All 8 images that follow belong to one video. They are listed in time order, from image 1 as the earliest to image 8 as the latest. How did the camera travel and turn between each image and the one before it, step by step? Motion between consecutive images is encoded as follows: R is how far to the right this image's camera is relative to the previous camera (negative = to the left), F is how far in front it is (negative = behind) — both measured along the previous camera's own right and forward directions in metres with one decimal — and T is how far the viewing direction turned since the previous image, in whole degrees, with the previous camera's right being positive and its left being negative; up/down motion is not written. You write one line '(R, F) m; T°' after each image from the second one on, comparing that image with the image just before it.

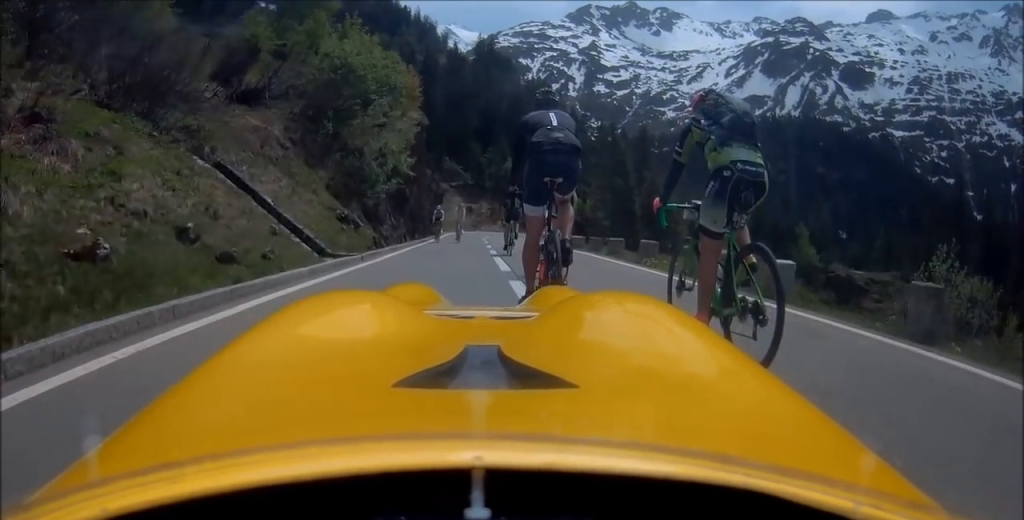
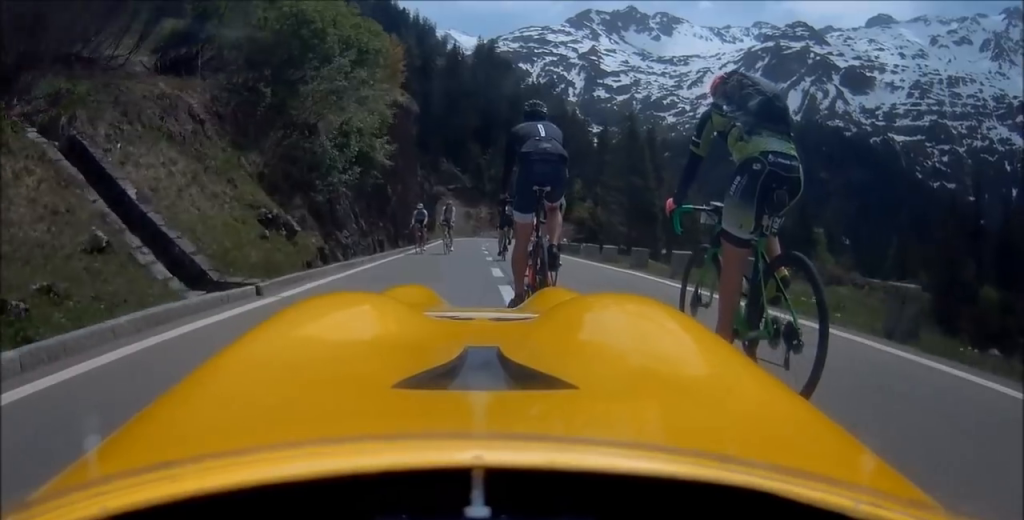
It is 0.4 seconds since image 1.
(-0.5, +6.4) m; +1°
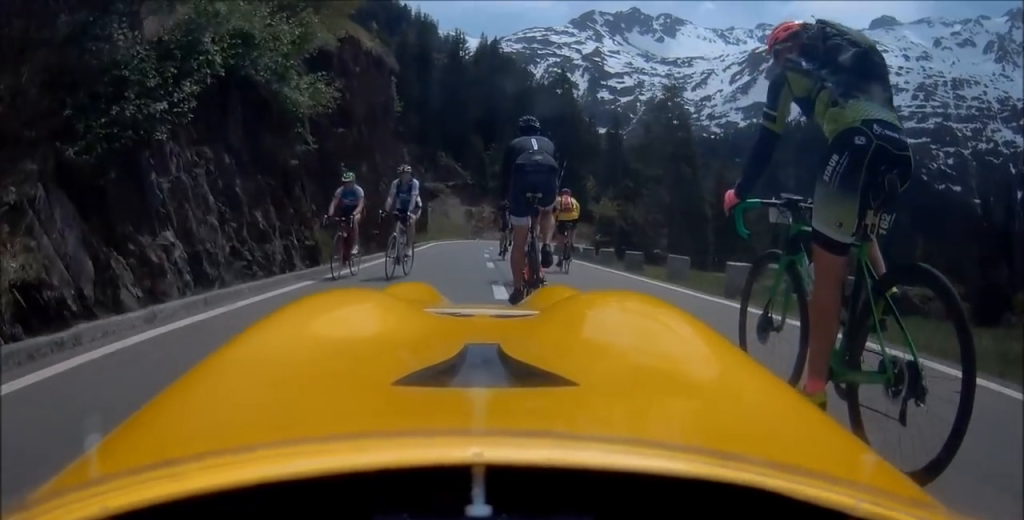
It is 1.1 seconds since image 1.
(+1.3, +9.5) m; +5°
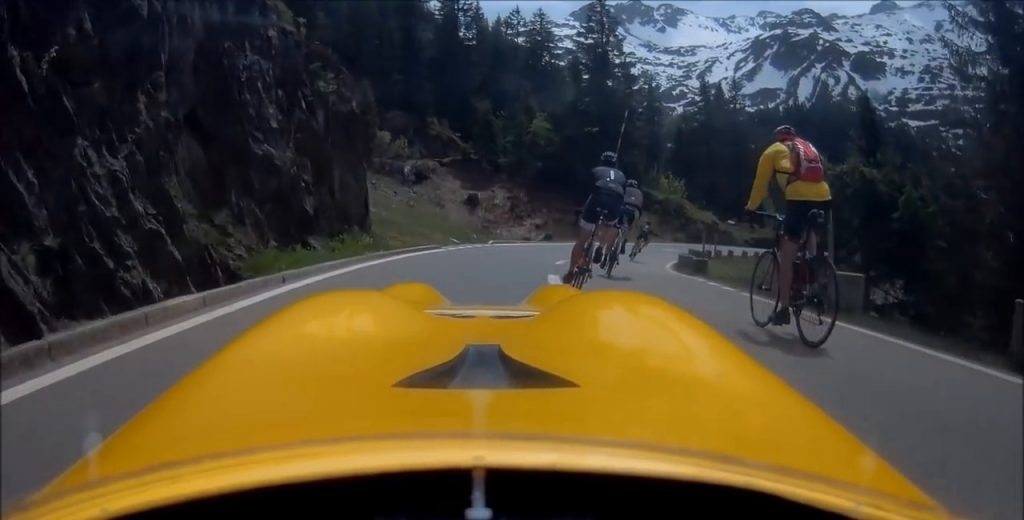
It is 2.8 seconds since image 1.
(+1.9, +24.8) m; +13°
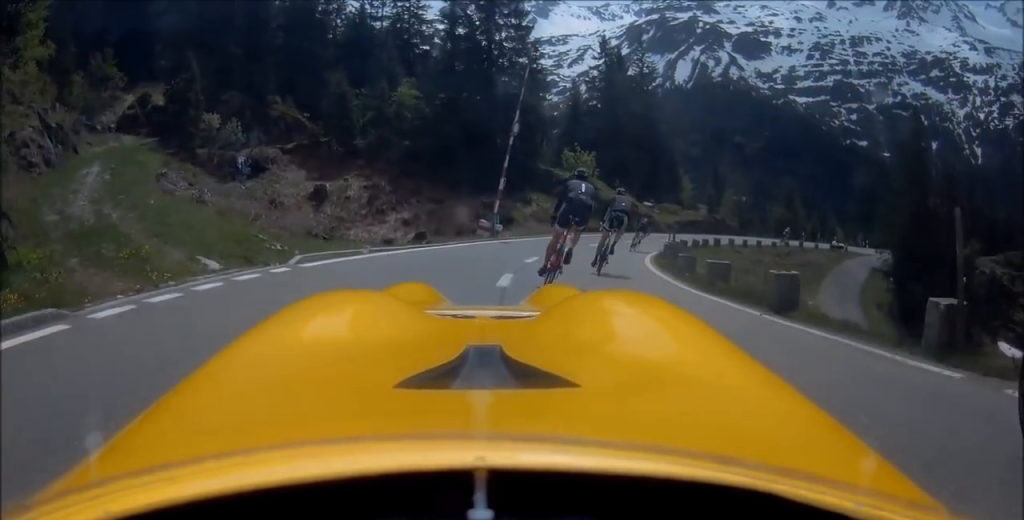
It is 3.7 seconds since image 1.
(+1.2, +12.4) m; +10°
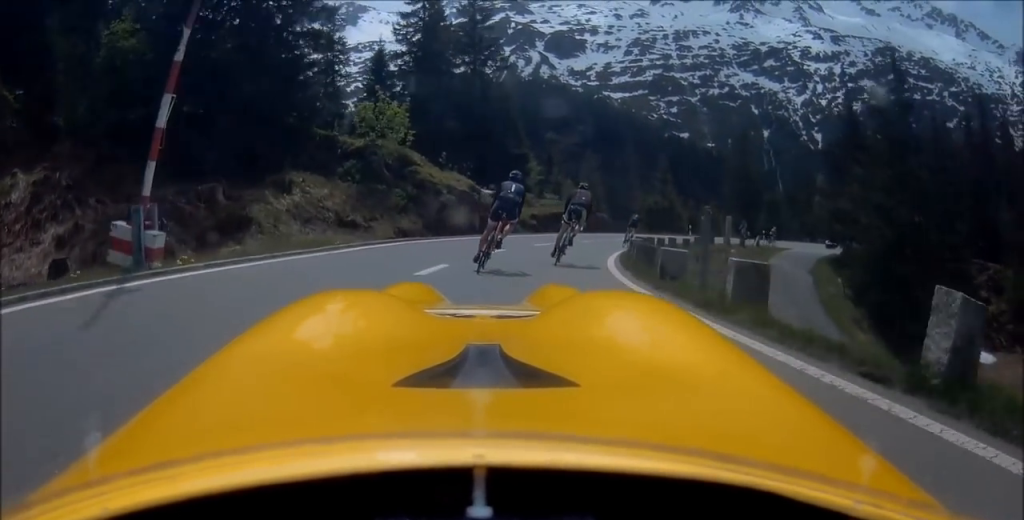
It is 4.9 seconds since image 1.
(+1.6, +18.8) m; +9°
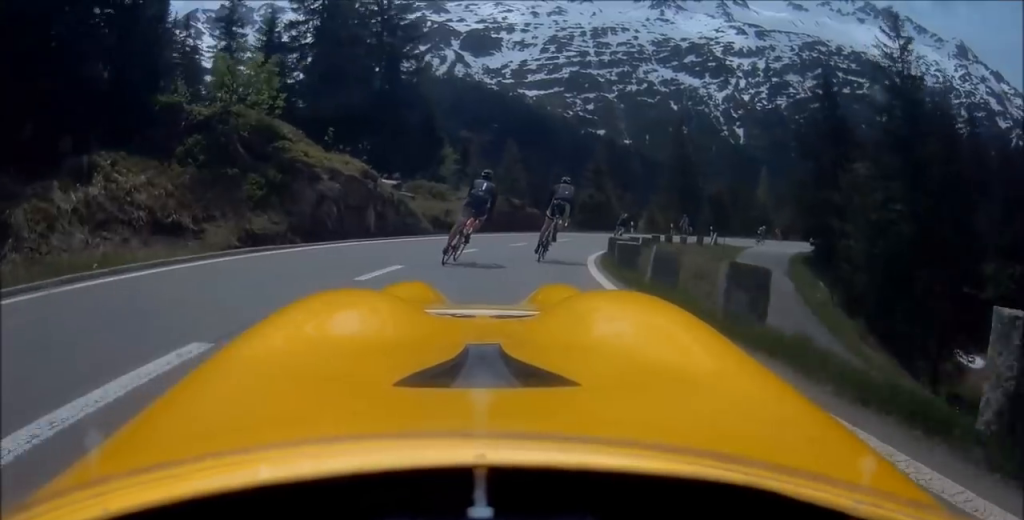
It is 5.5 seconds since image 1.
(-0.2, +8.2) m; +4°
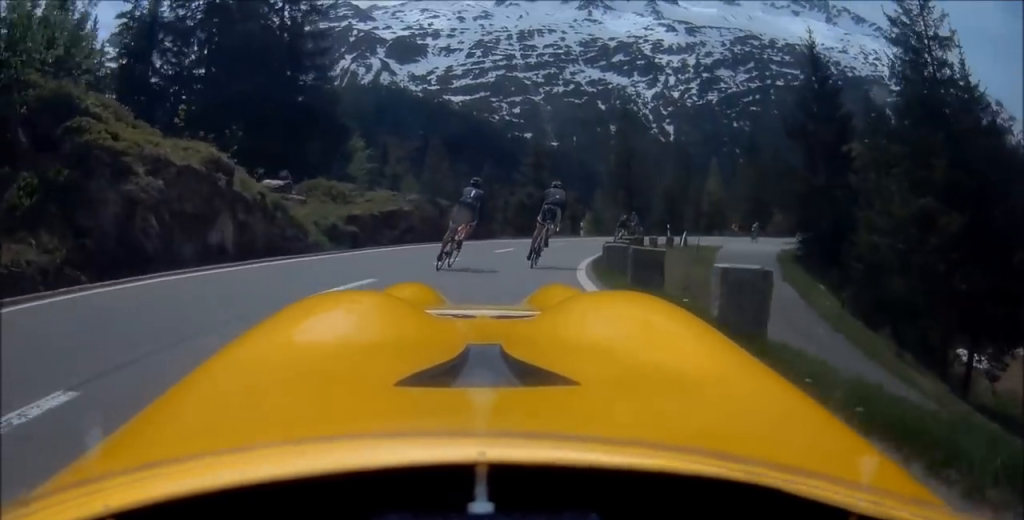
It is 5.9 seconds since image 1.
(+0.7, +7.5) m; +8°
